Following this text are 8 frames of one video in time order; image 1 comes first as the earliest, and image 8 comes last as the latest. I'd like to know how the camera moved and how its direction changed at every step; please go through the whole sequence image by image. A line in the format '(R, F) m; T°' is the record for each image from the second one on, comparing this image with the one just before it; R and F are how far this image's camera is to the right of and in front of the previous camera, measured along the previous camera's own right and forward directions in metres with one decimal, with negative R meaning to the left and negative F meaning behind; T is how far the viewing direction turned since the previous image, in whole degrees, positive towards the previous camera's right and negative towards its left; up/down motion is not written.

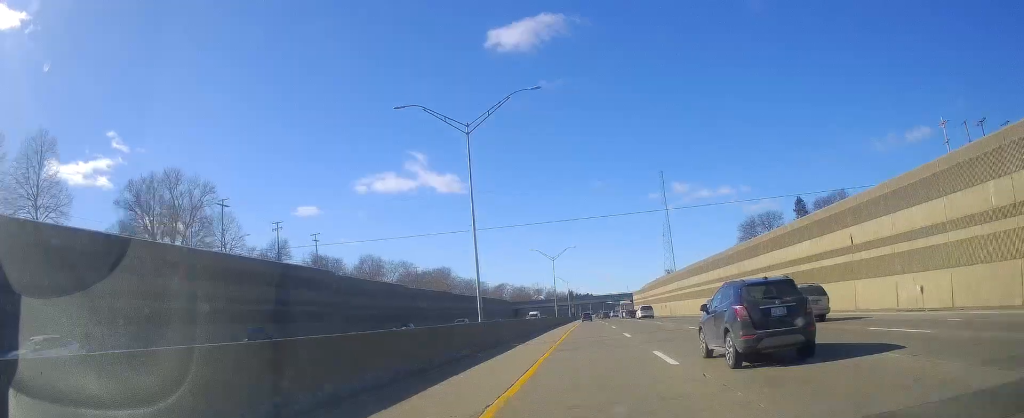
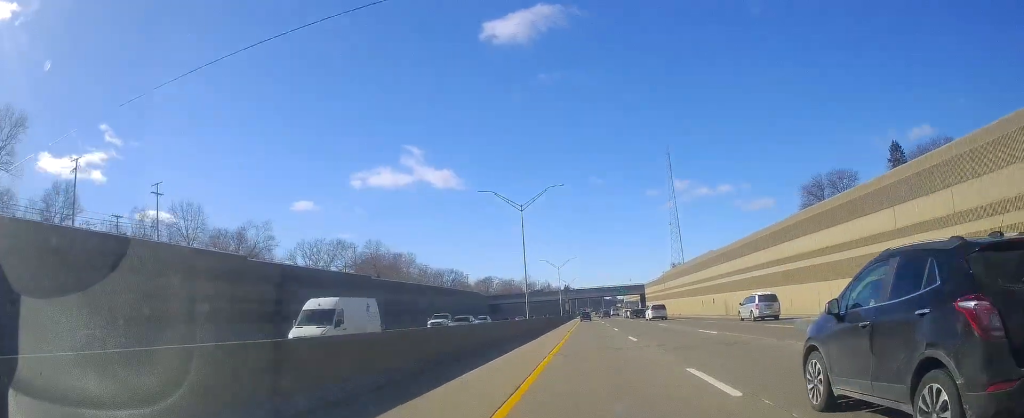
(+0.2, +50.8) m; +1°
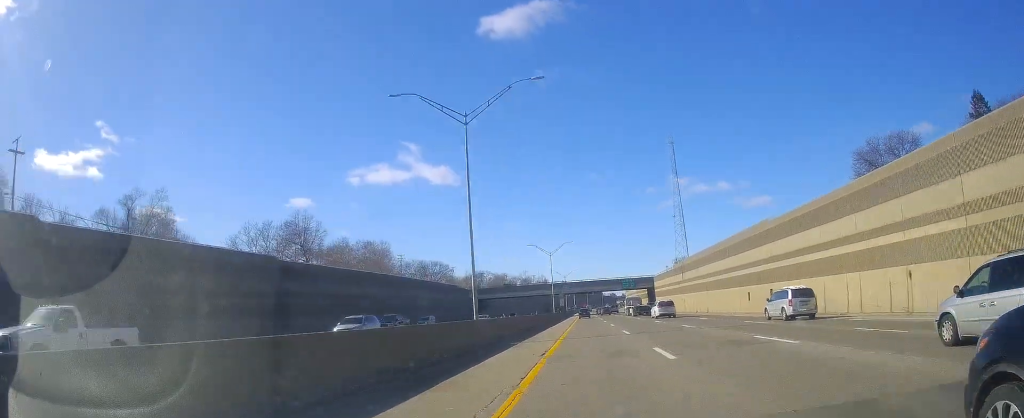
(+0.4, +26.0) m; 0°
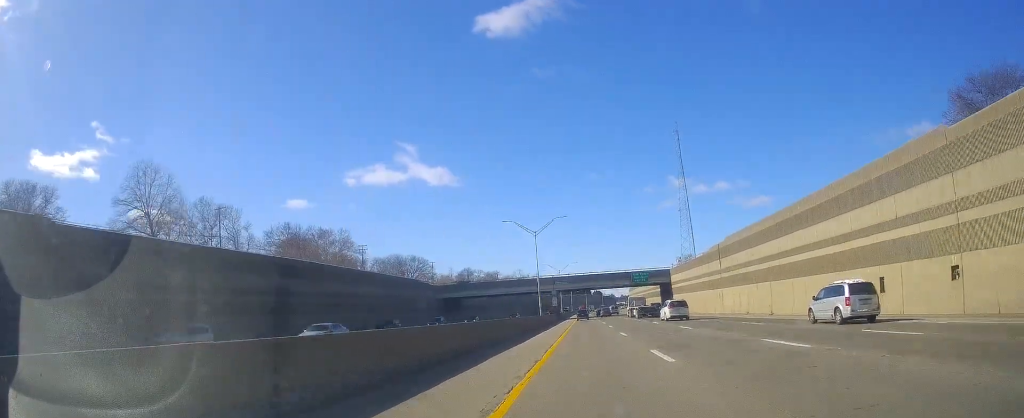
(-0.4, +29.9) m; -1°
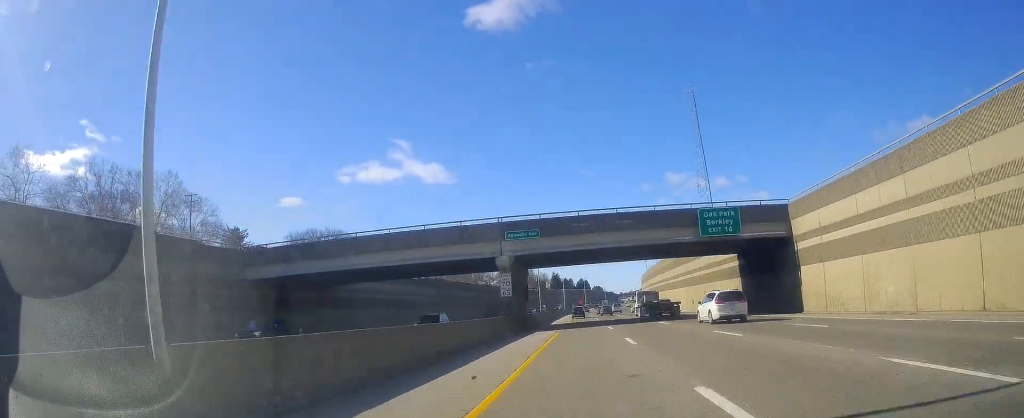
(-0.9, +69.1) m; 0°
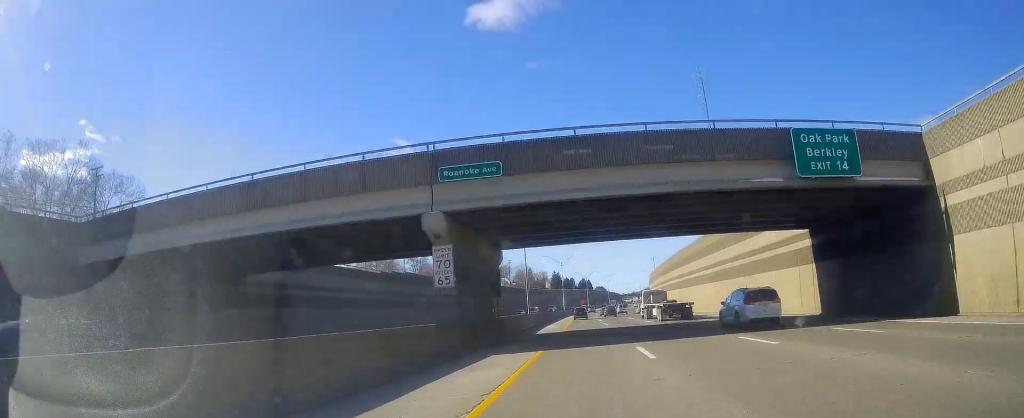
(0.0, +20.9) m; +1°
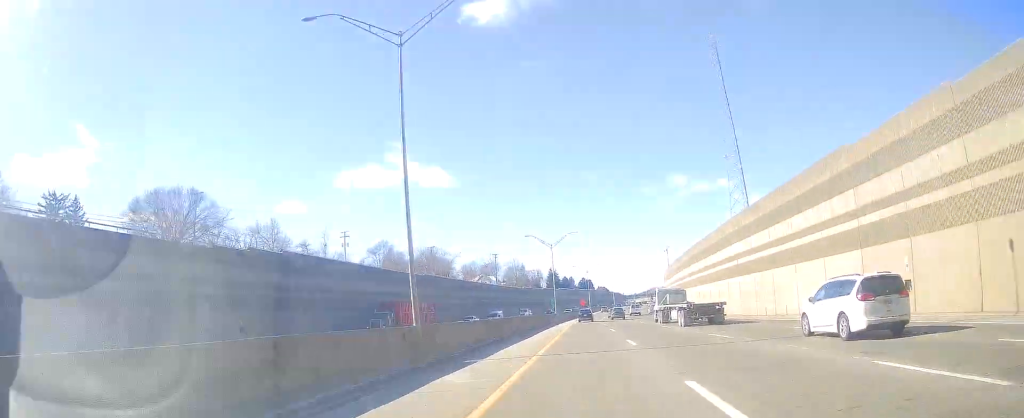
(+0.9, +41.7) m; +1°
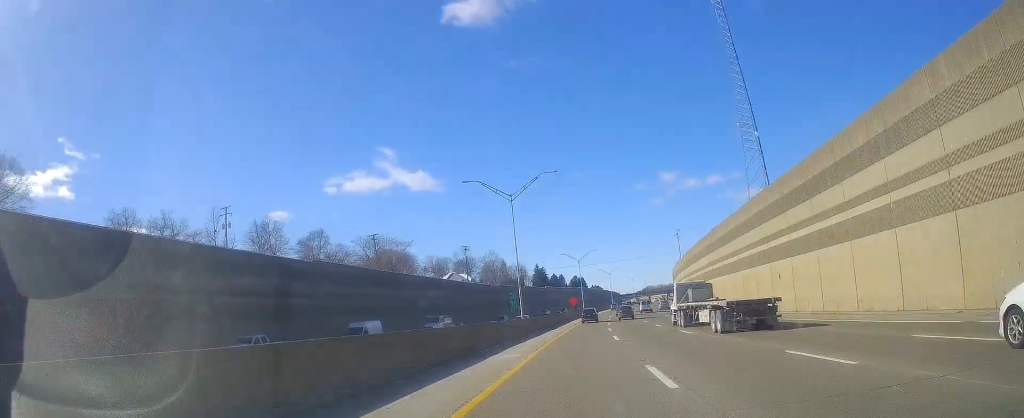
(0.0, +41.6) m; +1°
